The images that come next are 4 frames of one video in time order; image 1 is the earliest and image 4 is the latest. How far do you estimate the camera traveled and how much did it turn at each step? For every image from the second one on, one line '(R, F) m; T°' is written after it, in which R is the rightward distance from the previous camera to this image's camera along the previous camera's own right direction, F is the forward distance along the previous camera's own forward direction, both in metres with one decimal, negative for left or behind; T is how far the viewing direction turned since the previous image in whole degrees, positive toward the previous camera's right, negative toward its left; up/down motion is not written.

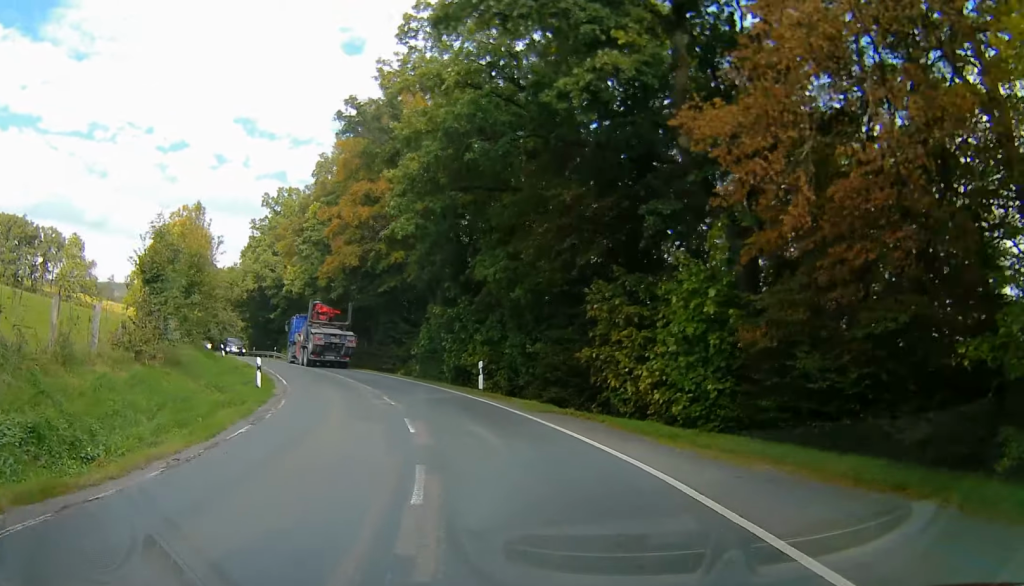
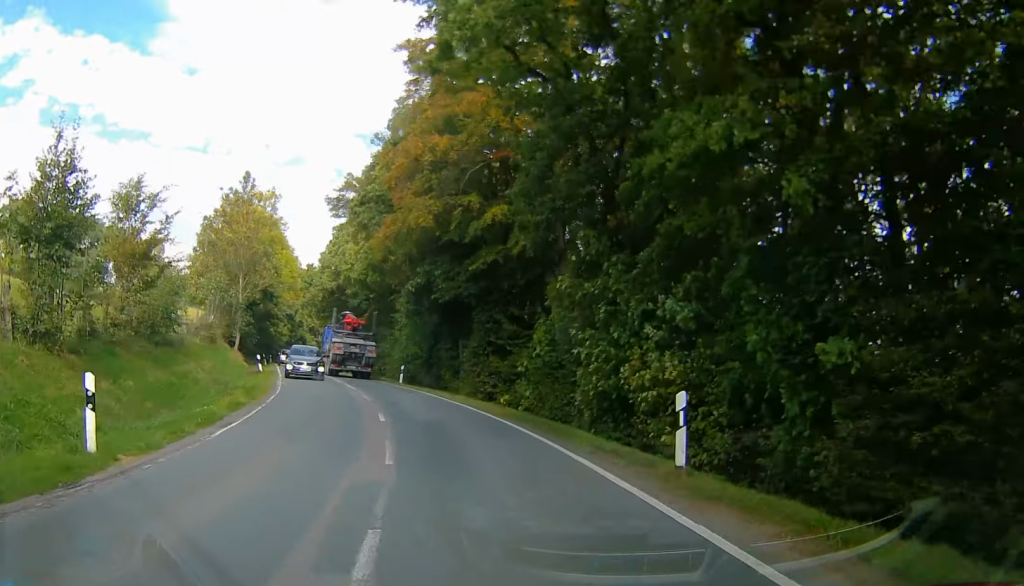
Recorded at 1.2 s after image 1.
(0.0, +14.4) m; 0°
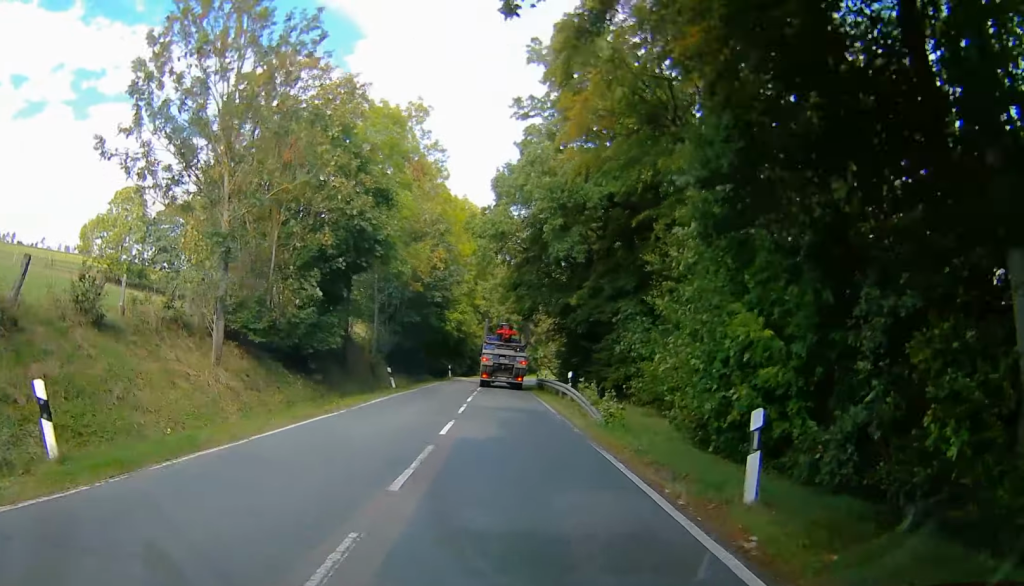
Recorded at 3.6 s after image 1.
(0.0, +31.6) m; 0°
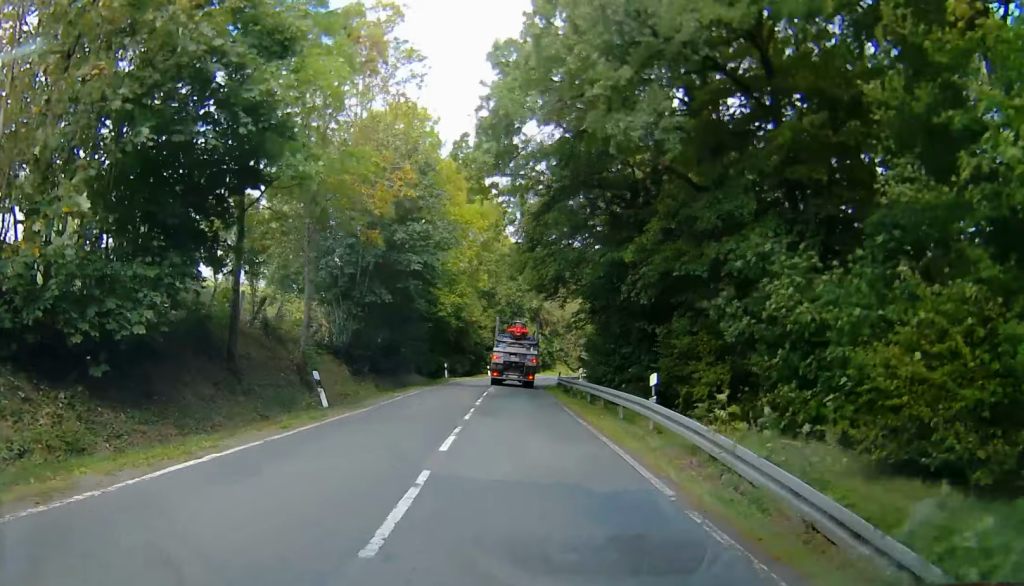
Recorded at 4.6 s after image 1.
(0.0, +15.1) m; -4°
